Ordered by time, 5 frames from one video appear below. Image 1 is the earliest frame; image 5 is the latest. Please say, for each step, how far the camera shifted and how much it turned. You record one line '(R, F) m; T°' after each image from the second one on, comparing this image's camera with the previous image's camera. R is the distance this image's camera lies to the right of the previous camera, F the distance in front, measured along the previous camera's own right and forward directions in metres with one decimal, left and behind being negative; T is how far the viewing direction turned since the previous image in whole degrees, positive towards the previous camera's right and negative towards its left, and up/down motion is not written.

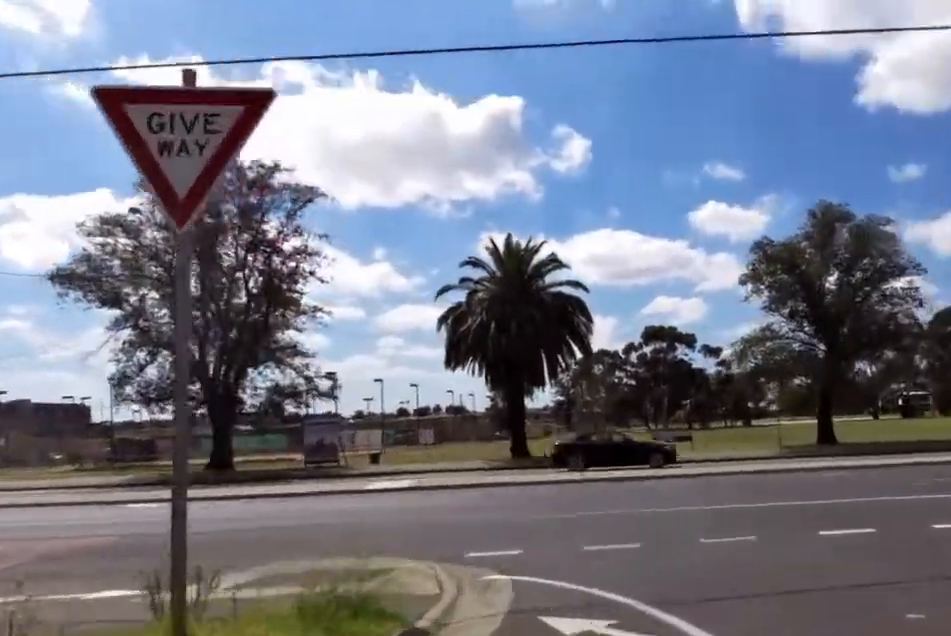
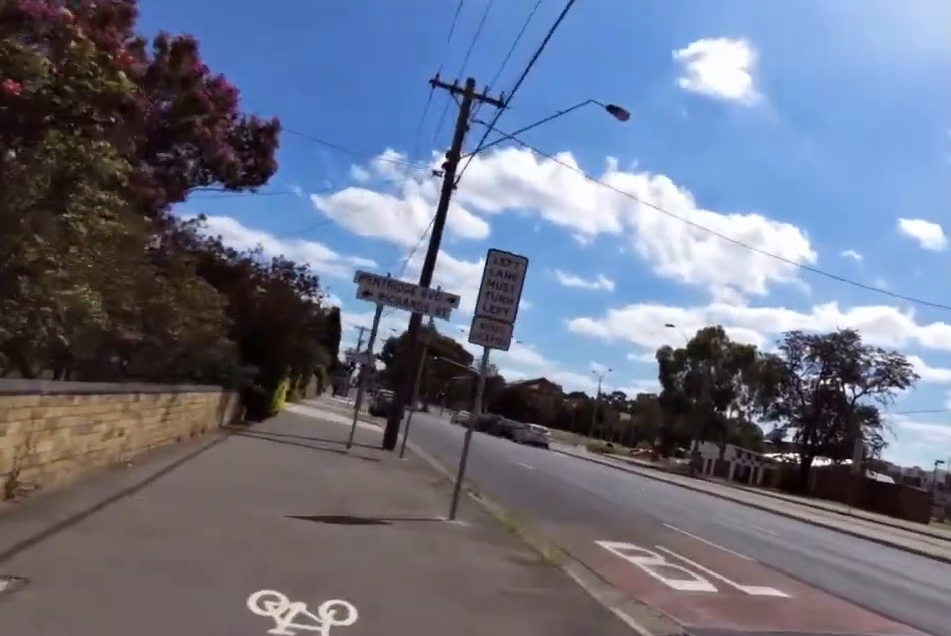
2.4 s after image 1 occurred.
(-3.4, +4.0) m; -84°
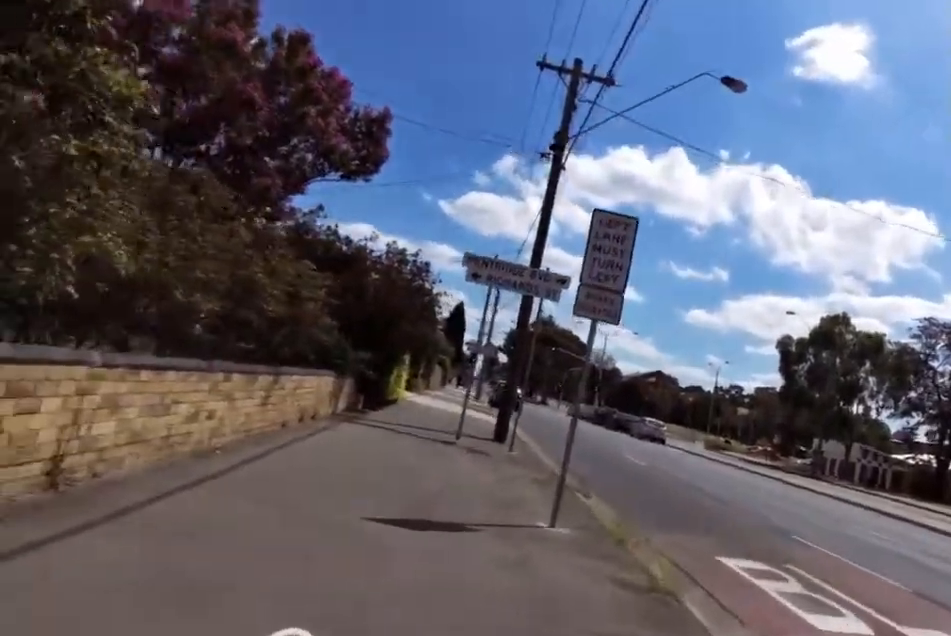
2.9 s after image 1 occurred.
(-0.1, +1.3) m; -4°
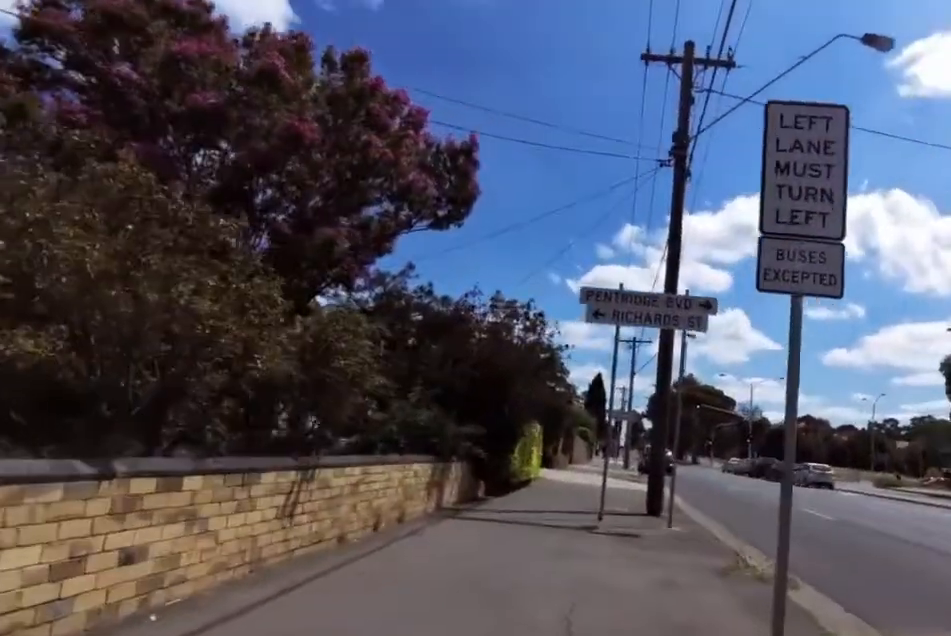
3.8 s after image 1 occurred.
(0.0, +3.4) m; -1°
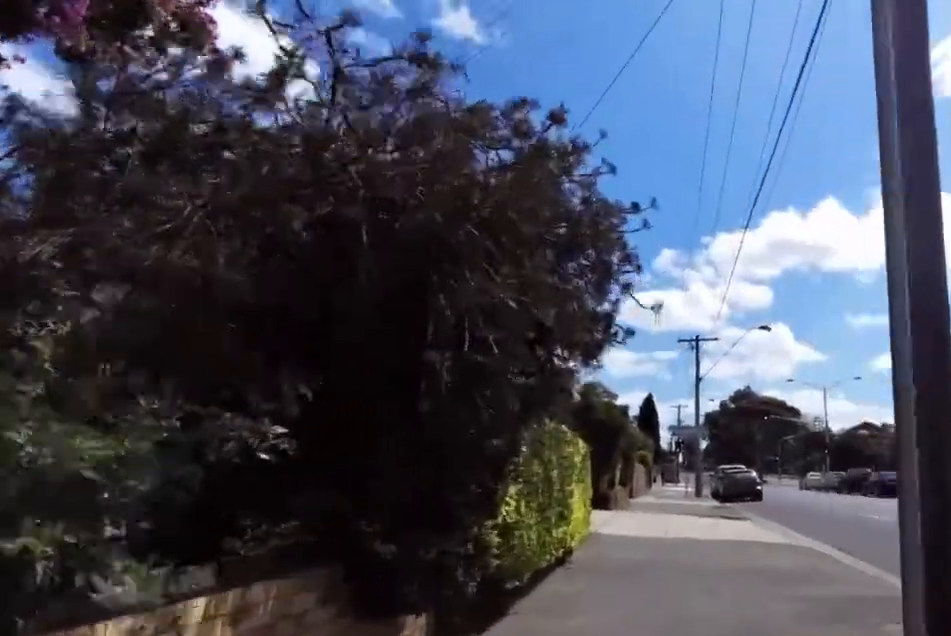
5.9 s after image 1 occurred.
(0.0, +9.4) m; 0°
